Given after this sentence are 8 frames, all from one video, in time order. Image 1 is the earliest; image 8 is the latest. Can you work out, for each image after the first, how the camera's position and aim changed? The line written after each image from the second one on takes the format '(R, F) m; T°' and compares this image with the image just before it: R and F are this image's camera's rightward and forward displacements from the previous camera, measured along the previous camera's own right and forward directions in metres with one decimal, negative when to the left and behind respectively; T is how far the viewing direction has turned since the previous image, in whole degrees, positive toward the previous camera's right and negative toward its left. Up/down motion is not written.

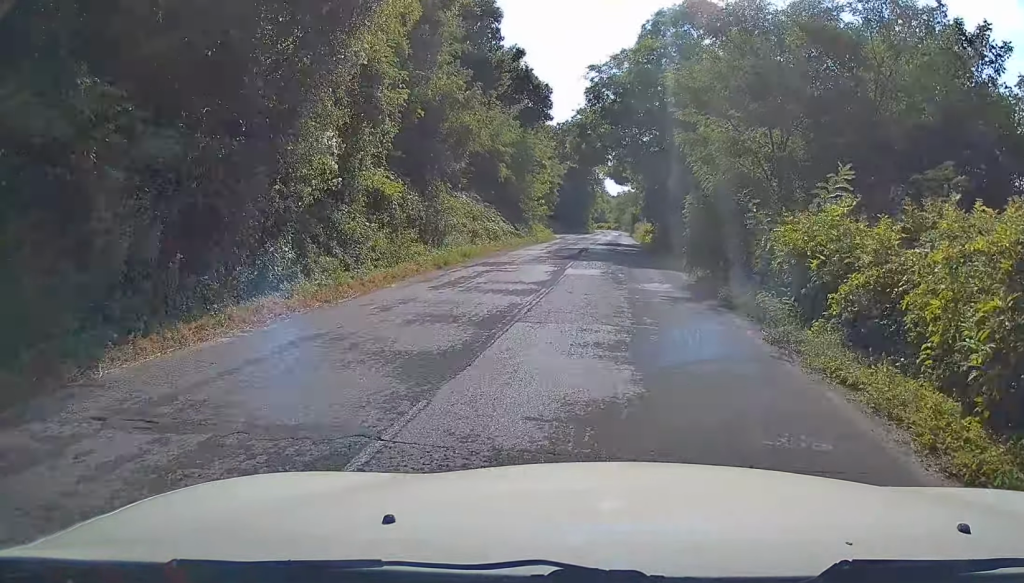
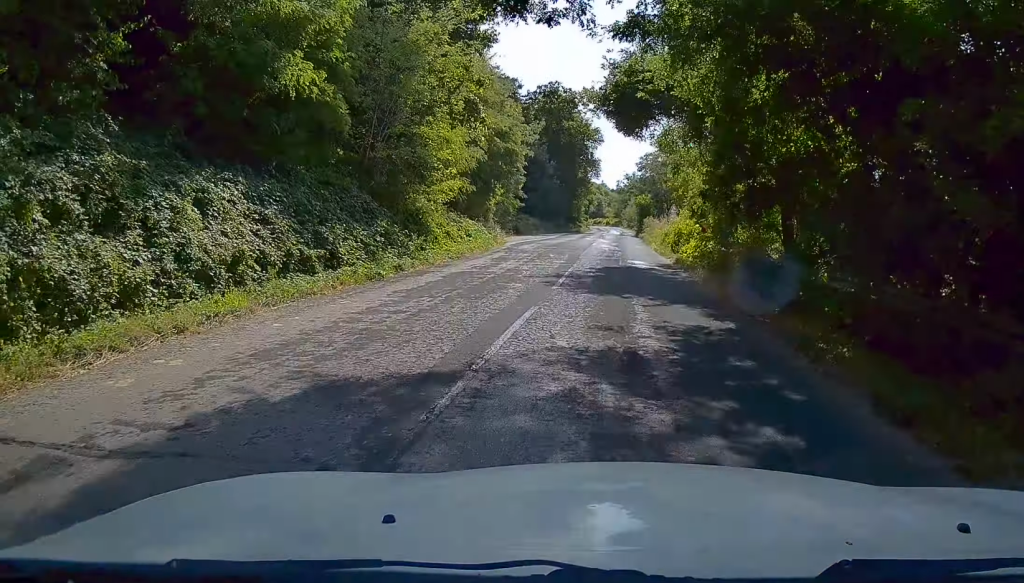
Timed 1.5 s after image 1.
(+0.2, +30.1) m; 0°
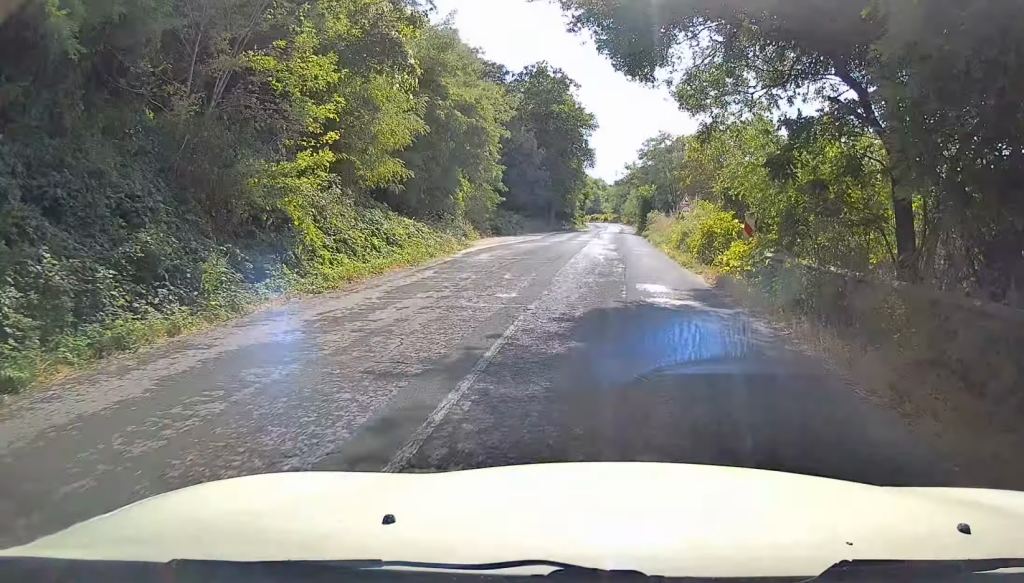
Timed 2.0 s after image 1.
(-0.2, +10.2) m; 0°
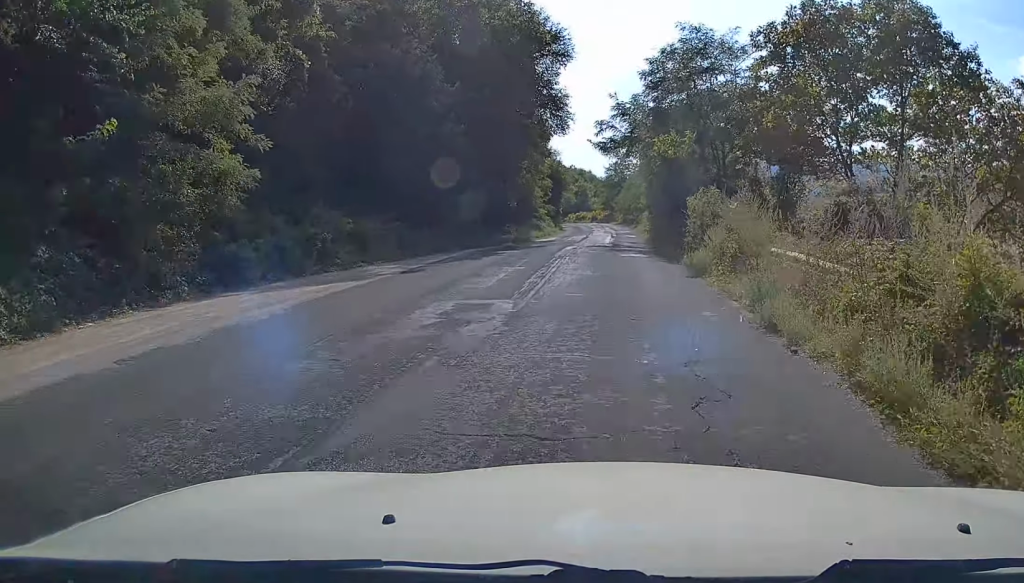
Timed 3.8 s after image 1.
(+0.4, +37.0) m; +1°
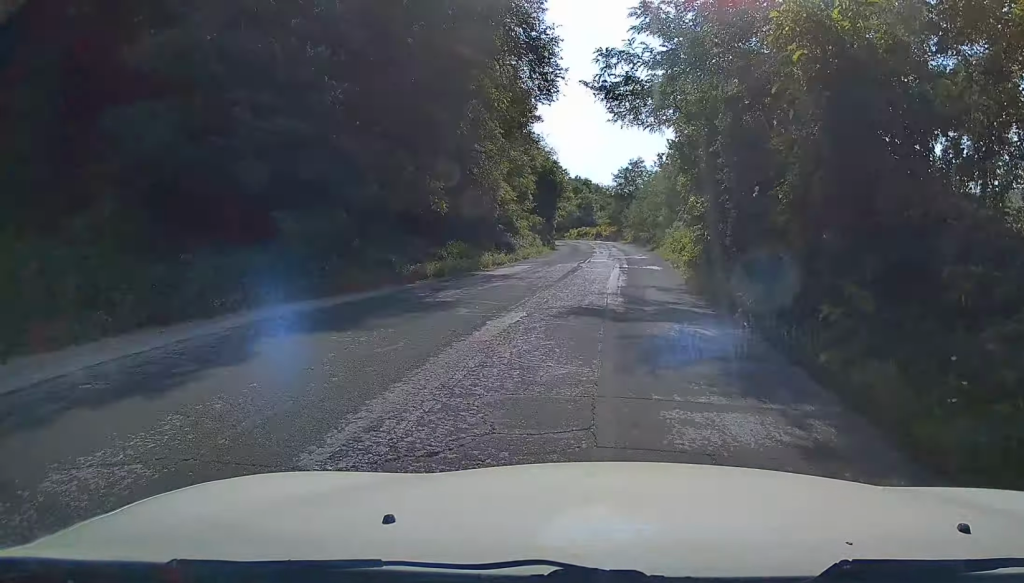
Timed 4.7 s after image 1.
(0.0, +18.7) m; 0°
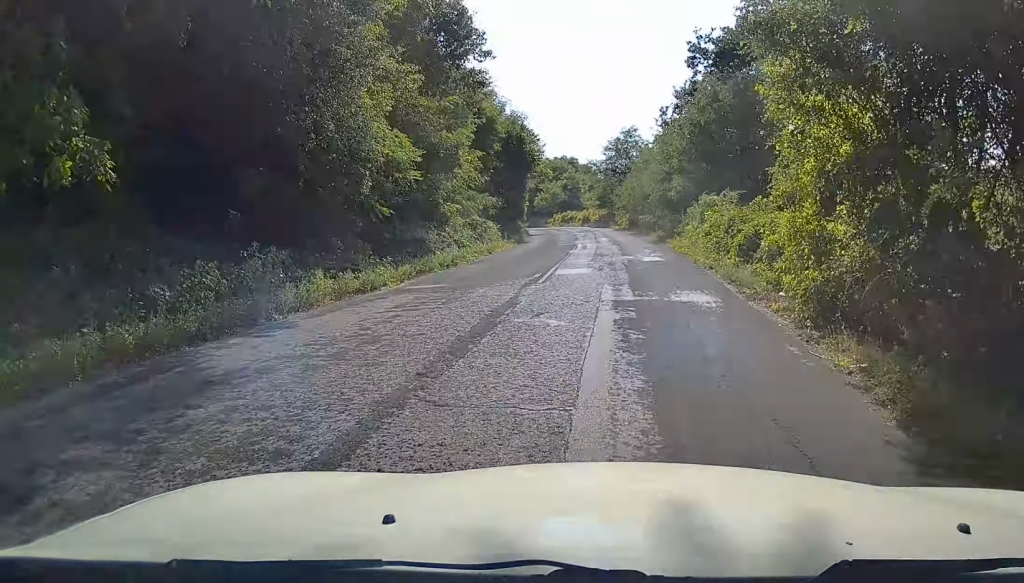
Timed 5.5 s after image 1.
(0.0, +15.9) m; 0°
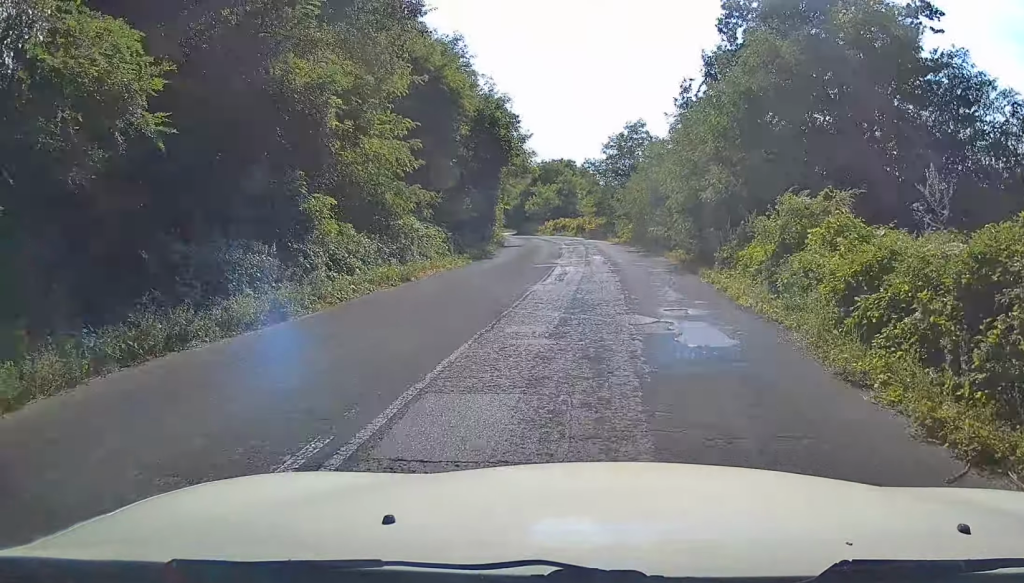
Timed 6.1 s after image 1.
(-0.1, +11.8) m; 0°
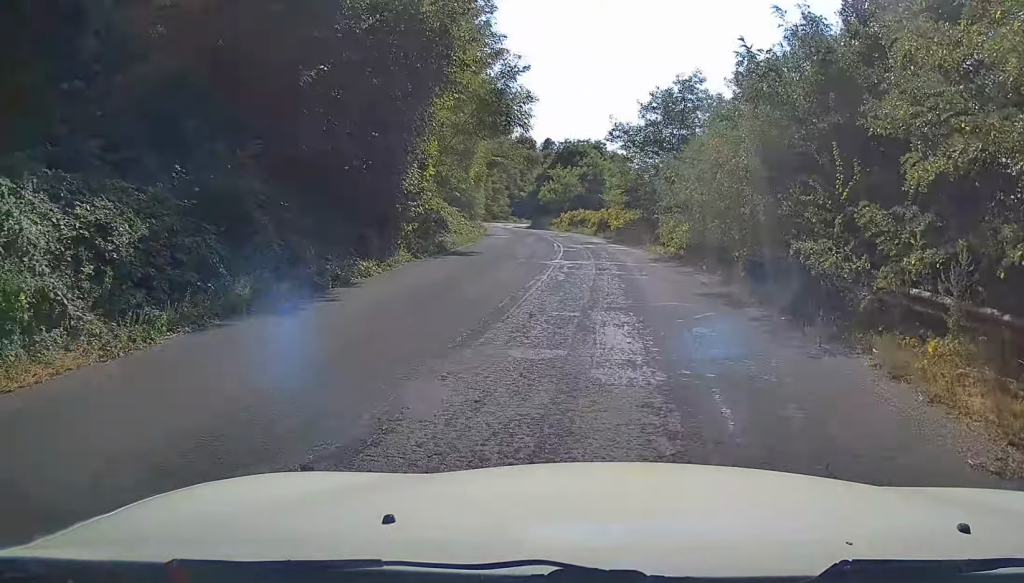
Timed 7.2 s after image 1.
(-0.1, +20.2) m; -2°
